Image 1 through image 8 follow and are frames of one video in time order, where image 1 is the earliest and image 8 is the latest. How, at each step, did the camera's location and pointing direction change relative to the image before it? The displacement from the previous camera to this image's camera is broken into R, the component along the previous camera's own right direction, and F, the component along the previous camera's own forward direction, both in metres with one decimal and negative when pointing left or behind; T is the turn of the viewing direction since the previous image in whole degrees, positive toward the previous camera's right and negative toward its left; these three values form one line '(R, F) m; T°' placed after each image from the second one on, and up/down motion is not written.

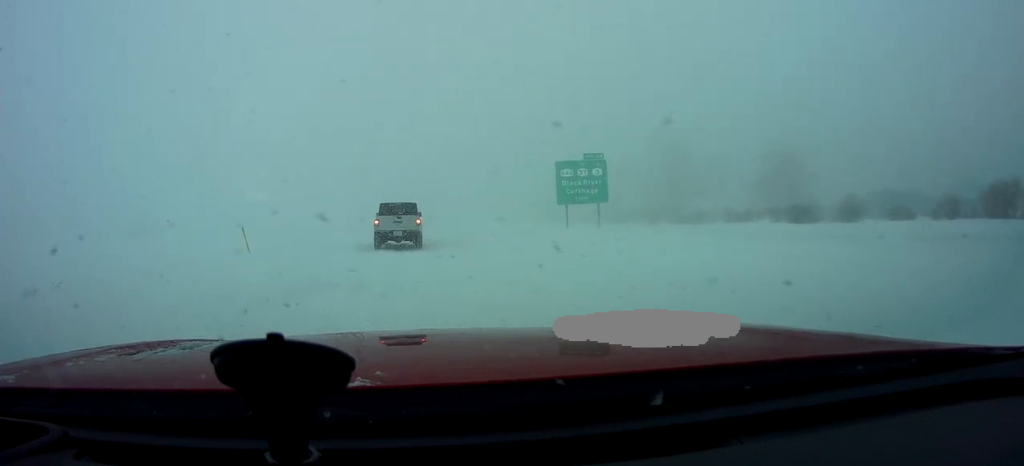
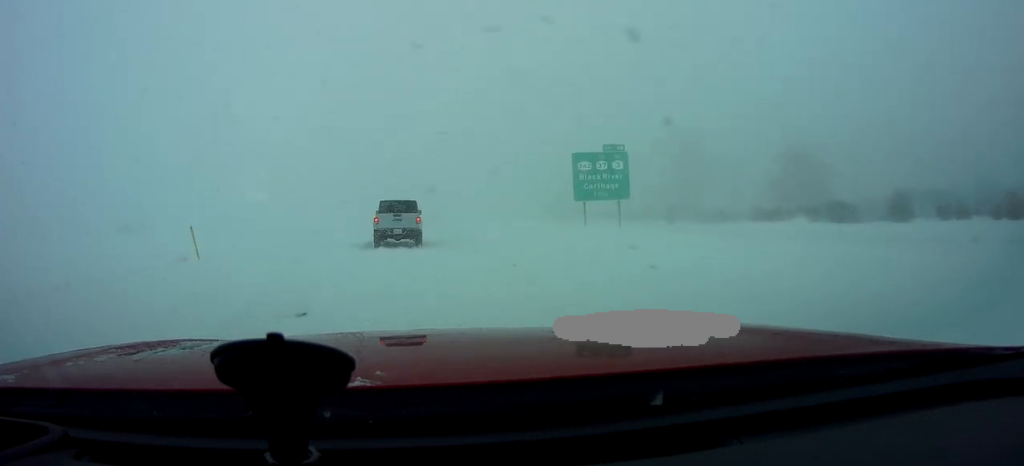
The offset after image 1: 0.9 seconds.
(+0.2, +6.4) m; 0°
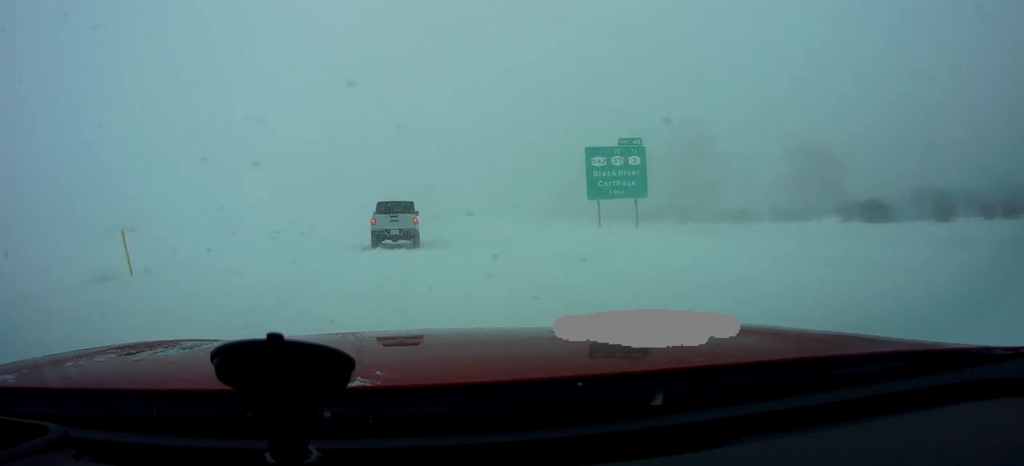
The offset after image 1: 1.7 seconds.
(0.0, +4.9) m; 0°
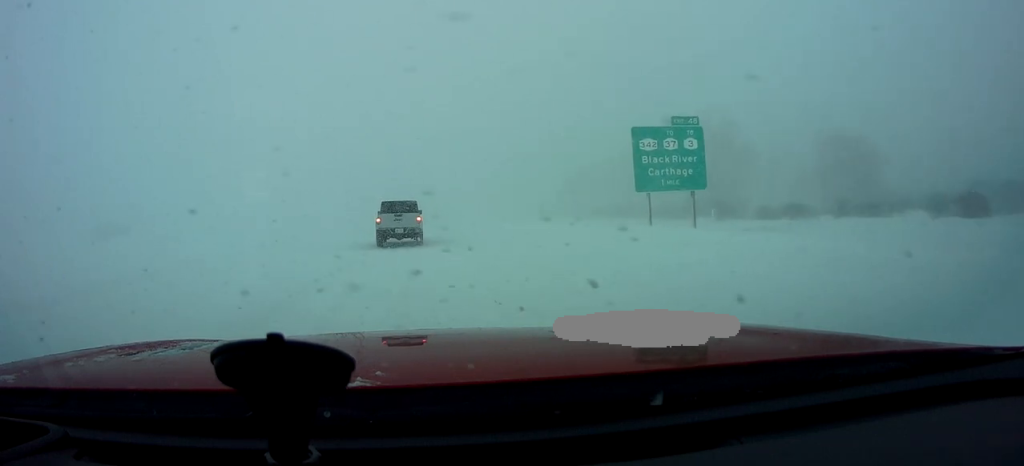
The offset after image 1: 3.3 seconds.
(+0.4, +10.8) m; +2°
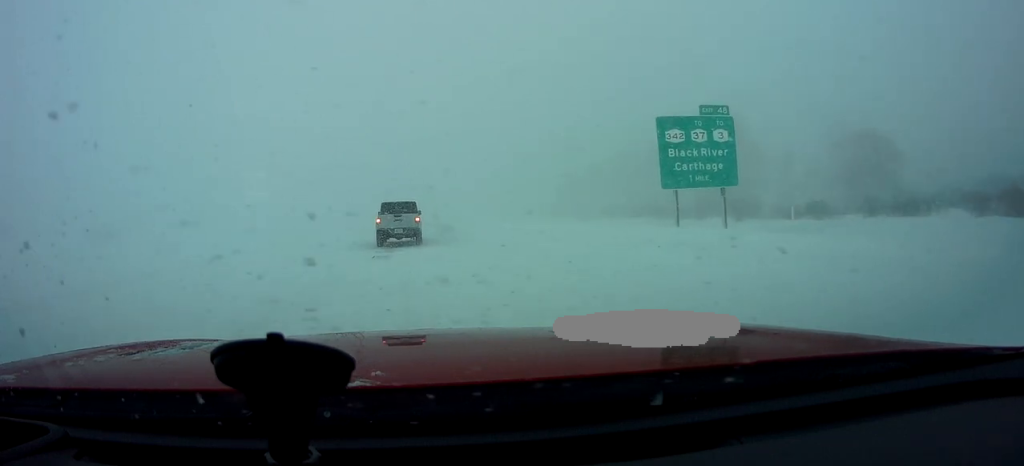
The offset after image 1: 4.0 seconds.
(-0.3, +4.6) m; 0°
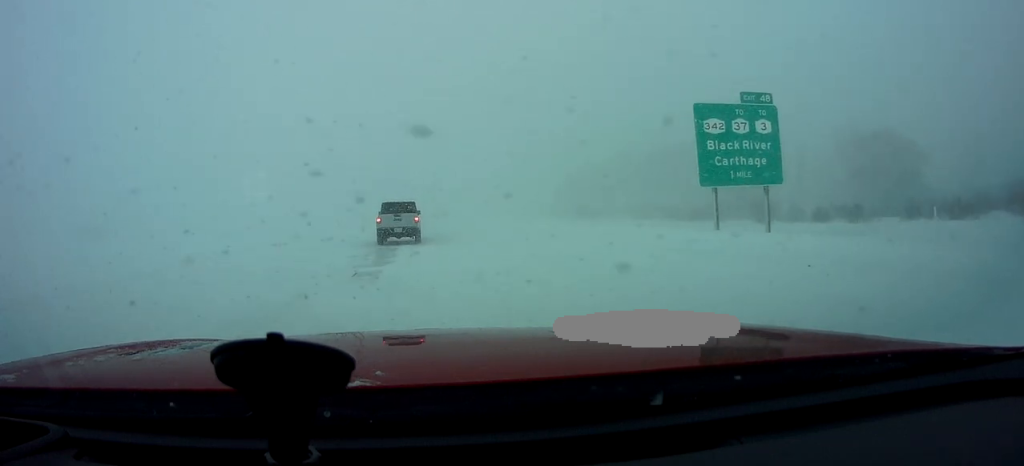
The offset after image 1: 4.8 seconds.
(-0.1, +5.3) m; 0°
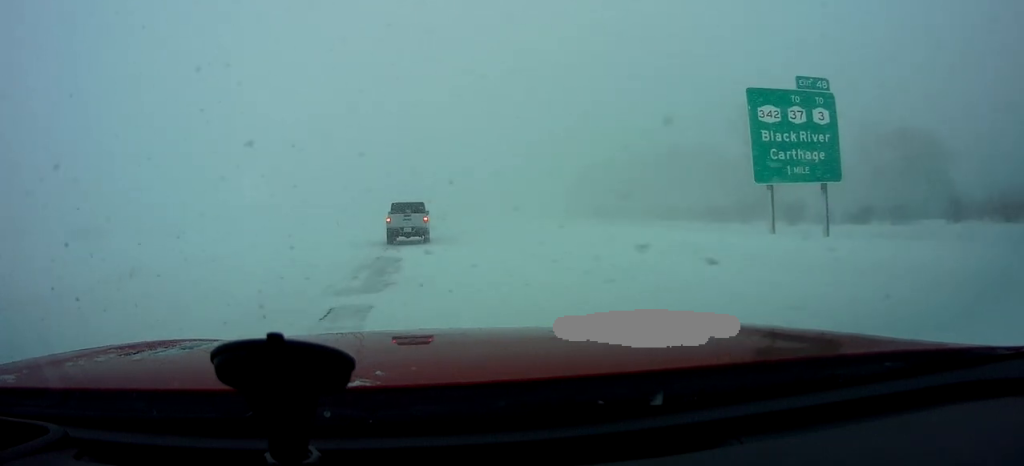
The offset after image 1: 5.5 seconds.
(+0.5, +4.7) m; 0°
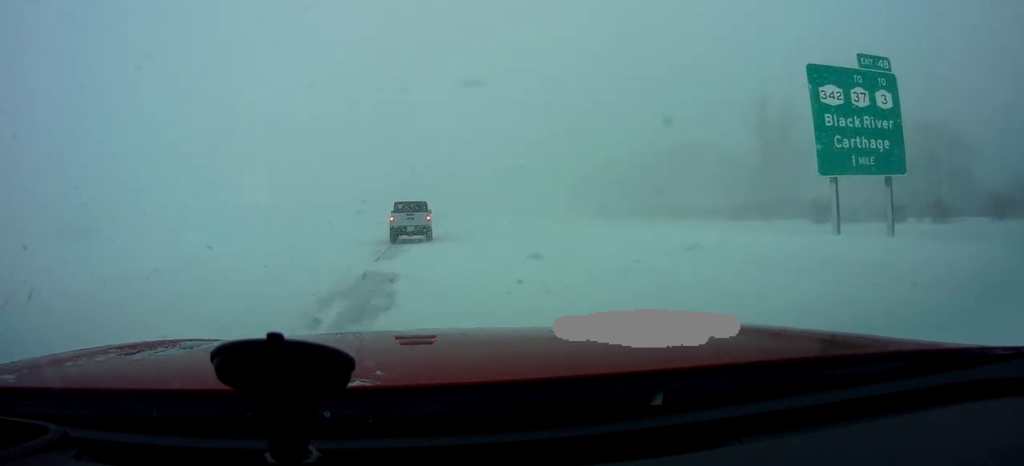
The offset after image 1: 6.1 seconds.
(-0.5, +4.5) m; -3°
